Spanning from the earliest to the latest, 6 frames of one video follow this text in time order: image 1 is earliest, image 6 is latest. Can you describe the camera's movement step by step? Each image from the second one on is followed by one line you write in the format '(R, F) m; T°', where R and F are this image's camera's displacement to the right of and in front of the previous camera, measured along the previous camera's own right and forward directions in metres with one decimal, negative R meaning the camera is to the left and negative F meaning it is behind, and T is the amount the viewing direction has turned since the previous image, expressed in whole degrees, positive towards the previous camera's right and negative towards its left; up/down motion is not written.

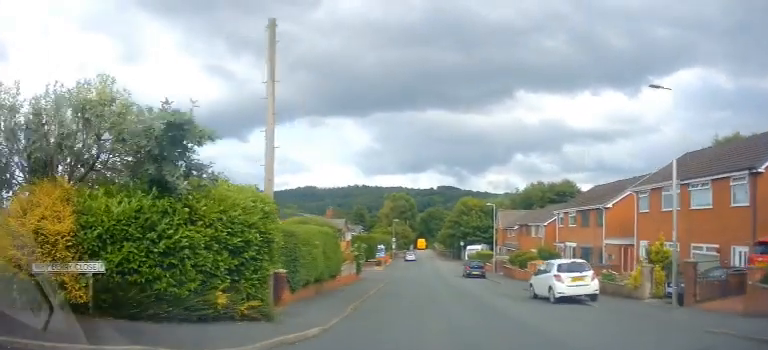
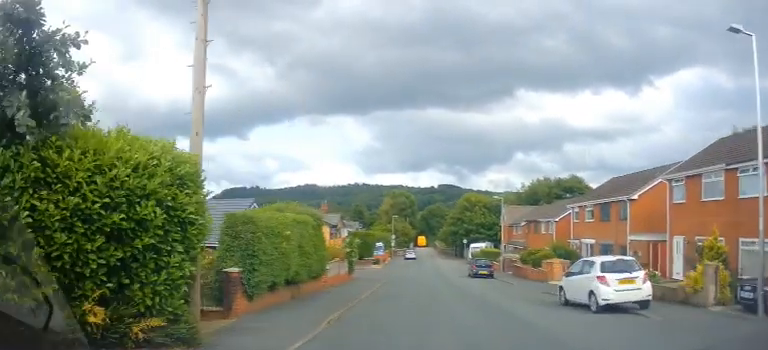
(0.0, +3.9) m; 0°
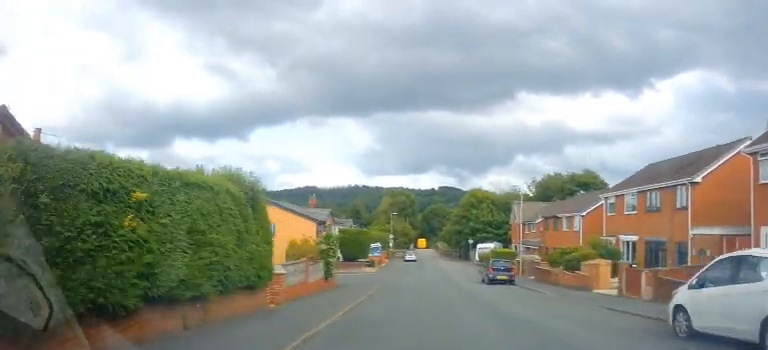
(0.0, +7.0) m; 0°
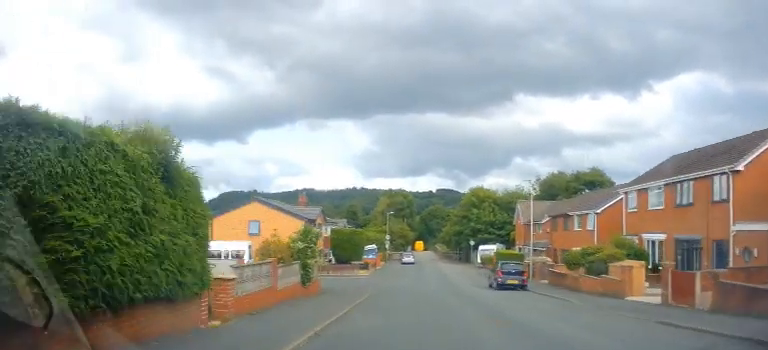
(0.0, +3.6) m; 0°
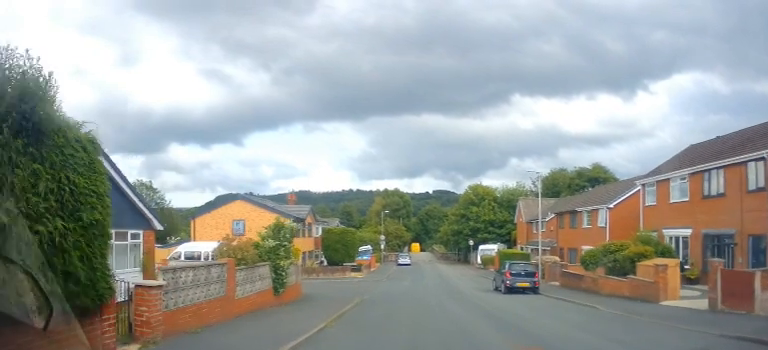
(0.0, +2.7) m; 0°
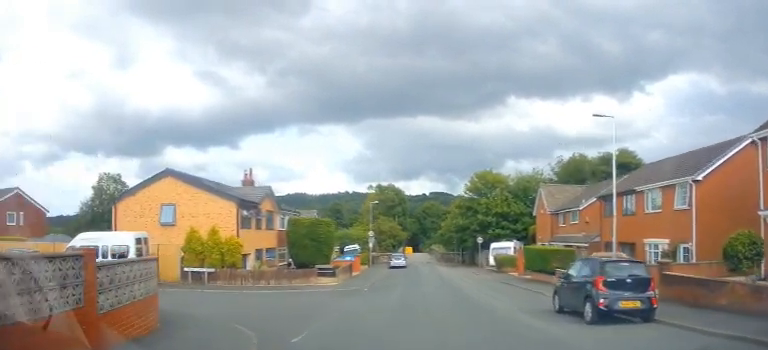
(0.0, +11.2) m; 0°
